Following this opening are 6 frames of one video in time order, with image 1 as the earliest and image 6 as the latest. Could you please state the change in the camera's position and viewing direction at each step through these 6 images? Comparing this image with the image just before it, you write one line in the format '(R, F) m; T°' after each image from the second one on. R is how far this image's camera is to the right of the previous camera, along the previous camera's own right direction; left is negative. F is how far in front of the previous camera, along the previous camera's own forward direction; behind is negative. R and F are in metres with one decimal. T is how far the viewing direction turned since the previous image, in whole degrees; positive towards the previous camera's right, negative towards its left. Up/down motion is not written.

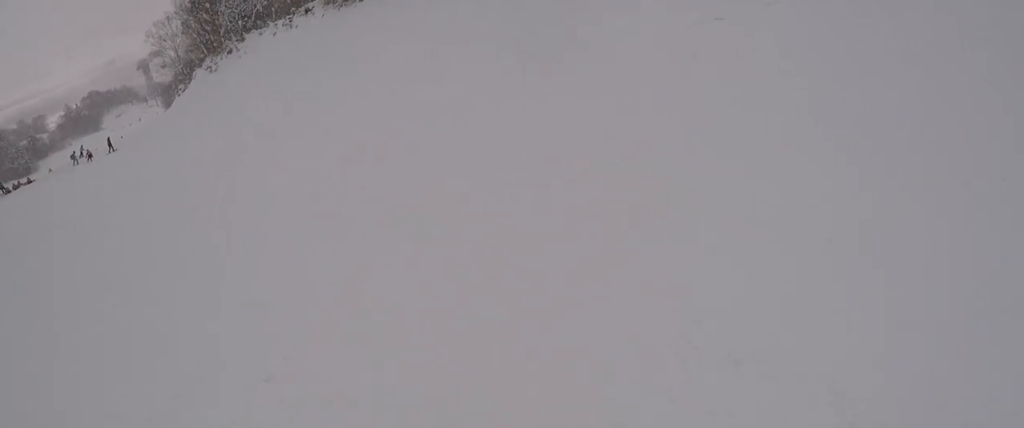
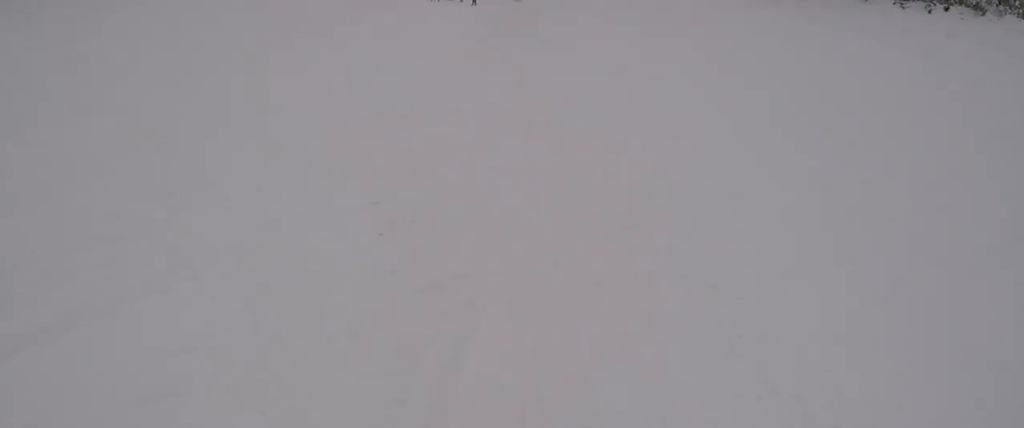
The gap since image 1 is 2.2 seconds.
(-1.3, +11.6) m; -30°
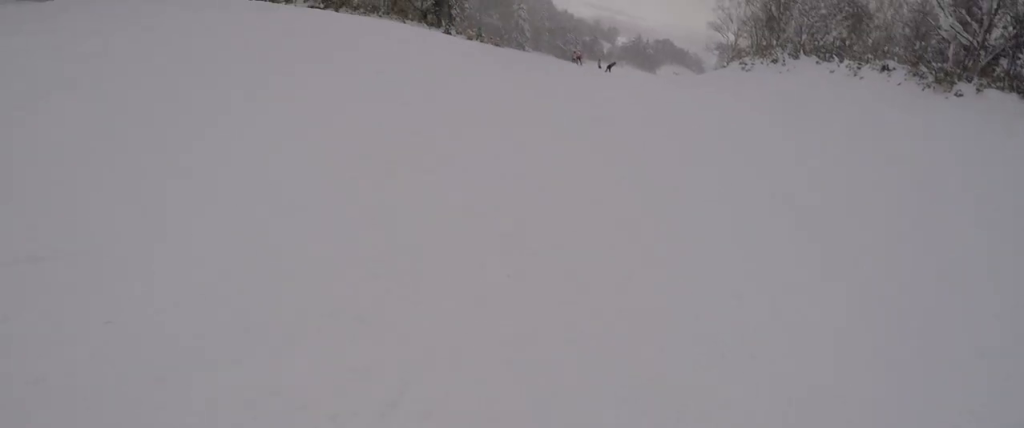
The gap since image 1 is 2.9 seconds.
(+0.1, +4.4) m; -19°
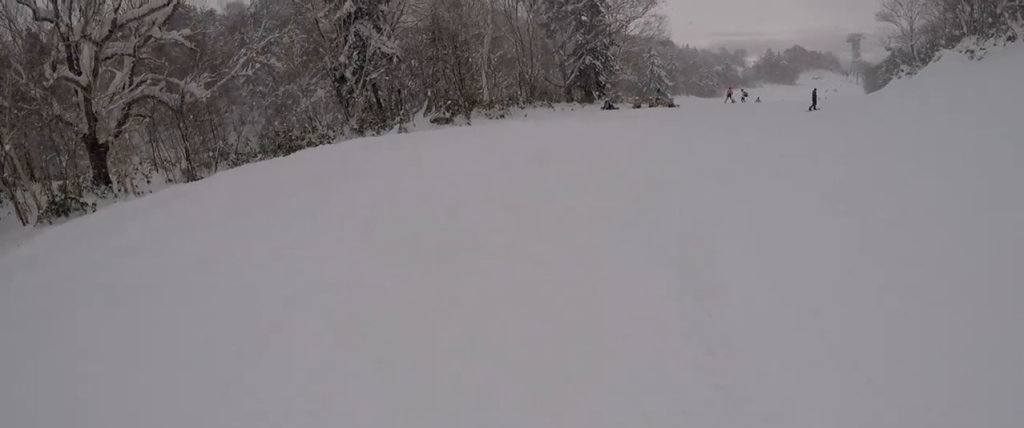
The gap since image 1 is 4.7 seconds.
(-5.3, +10.9) m; -13°
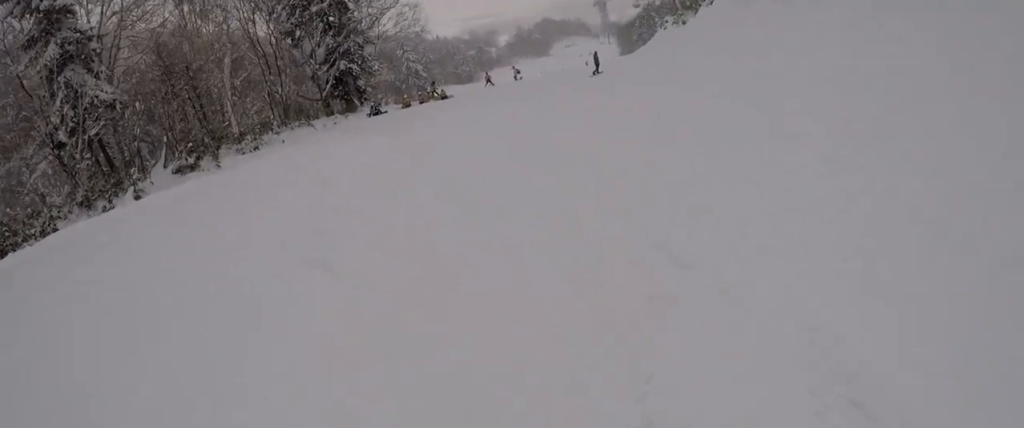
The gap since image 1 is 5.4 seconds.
(+0.9, +4.5) m; +19°
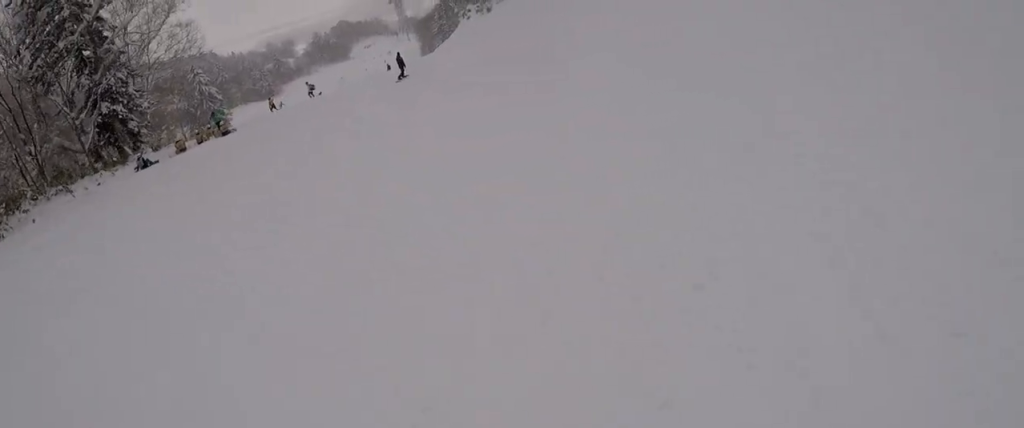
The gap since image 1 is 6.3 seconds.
(+1.6, +6.1) m; +18°
